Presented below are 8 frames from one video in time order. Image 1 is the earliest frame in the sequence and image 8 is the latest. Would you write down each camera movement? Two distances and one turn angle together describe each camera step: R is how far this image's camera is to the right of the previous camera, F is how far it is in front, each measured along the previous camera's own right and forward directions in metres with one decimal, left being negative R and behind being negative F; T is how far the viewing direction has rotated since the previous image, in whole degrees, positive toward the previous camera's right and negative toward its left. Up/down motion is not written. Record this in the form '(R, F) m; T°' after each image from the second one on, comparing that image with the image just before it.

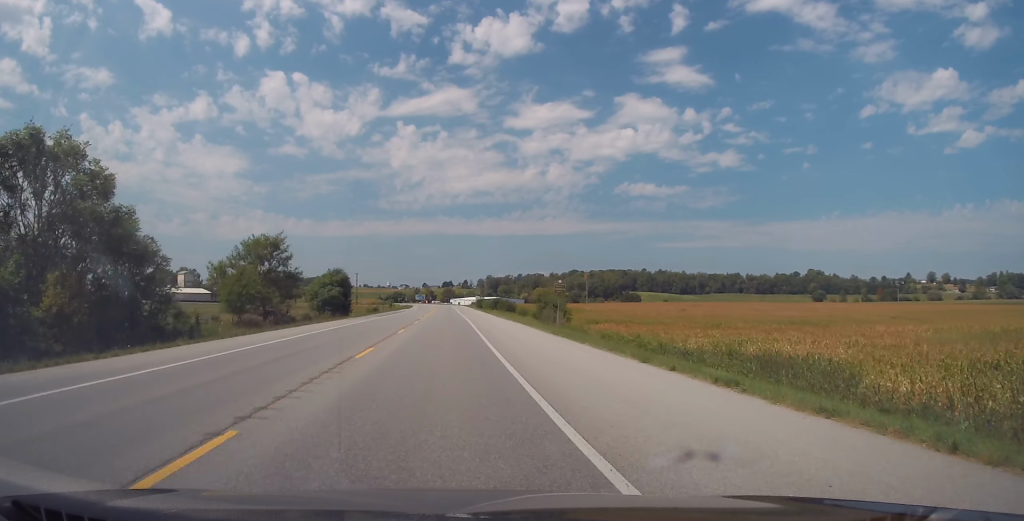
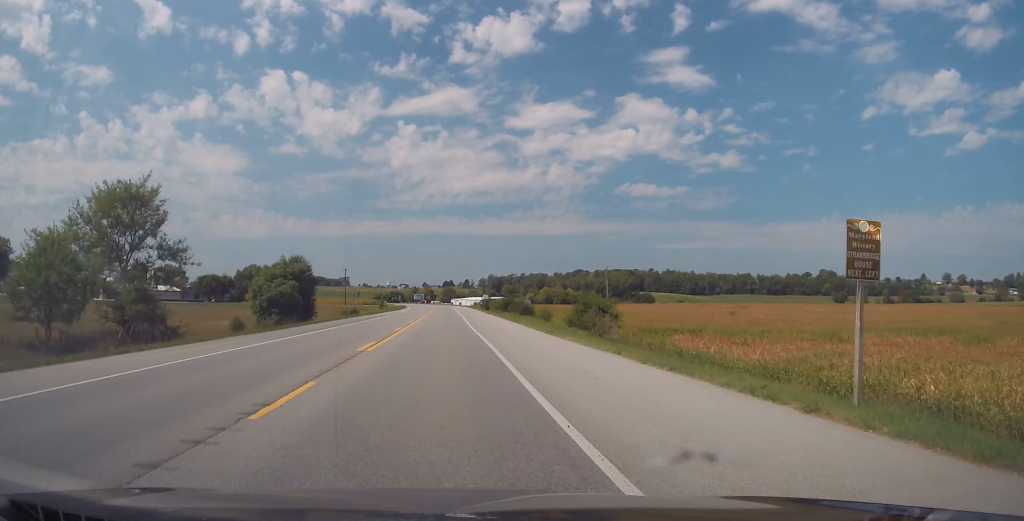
(+0.1, +32.3) m; +1°
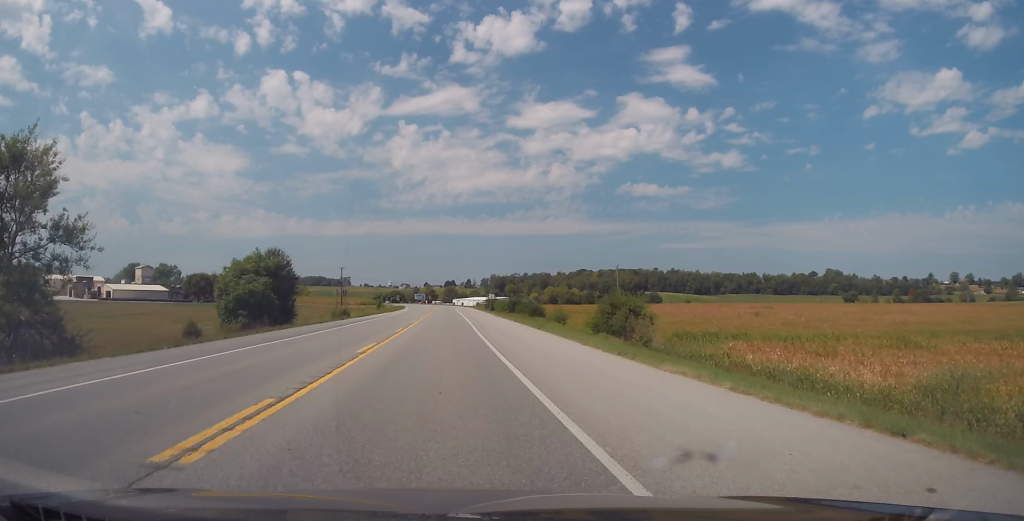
(+0.3, +12.3) m; 0°
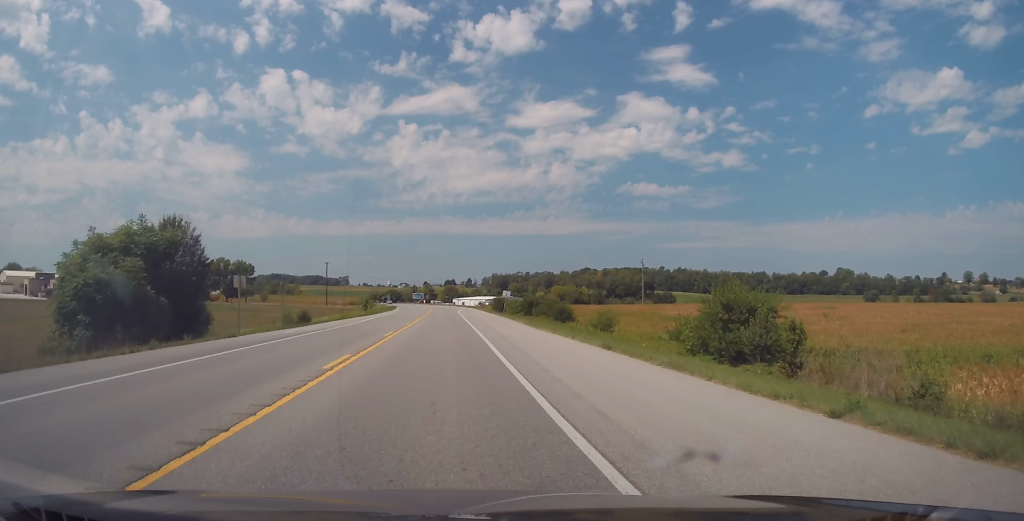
(0.0, +28.3) m; -1°
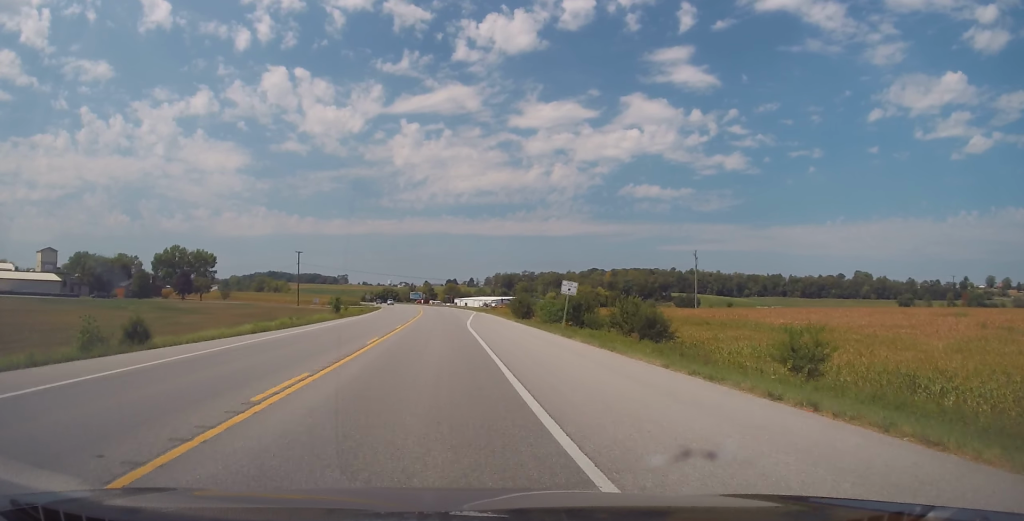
(-1.0, +40.6) m; -1°
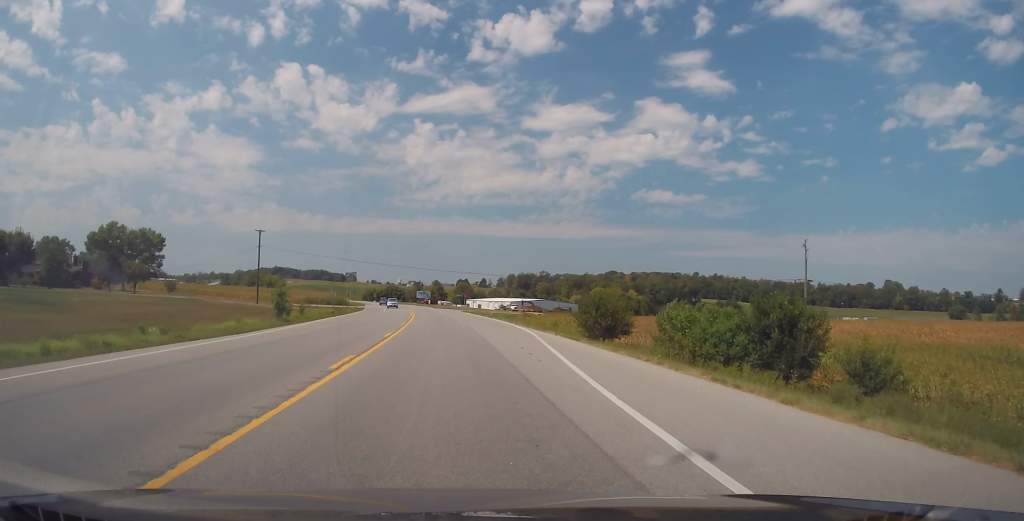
(+0.2, +44.3) m; -1°
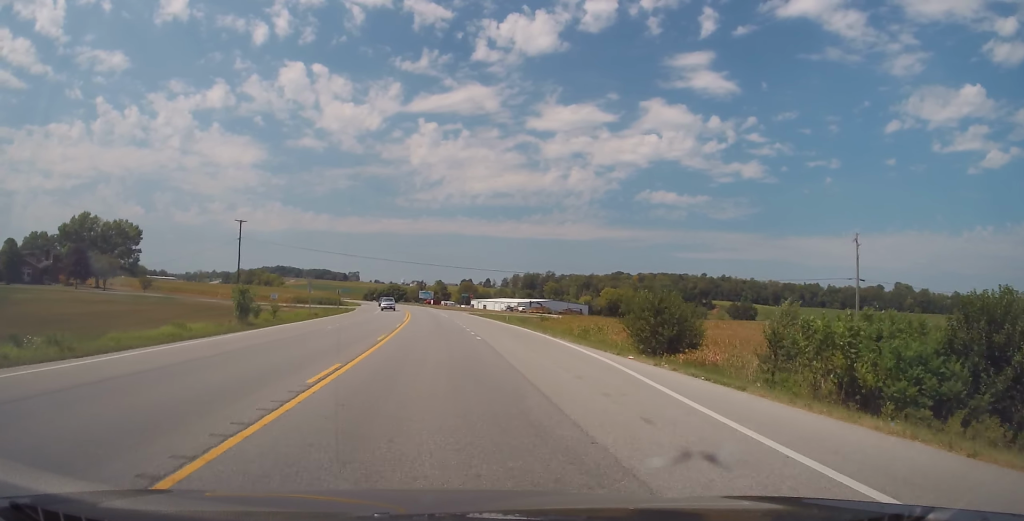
(-0.1, +14.1) m; -1°
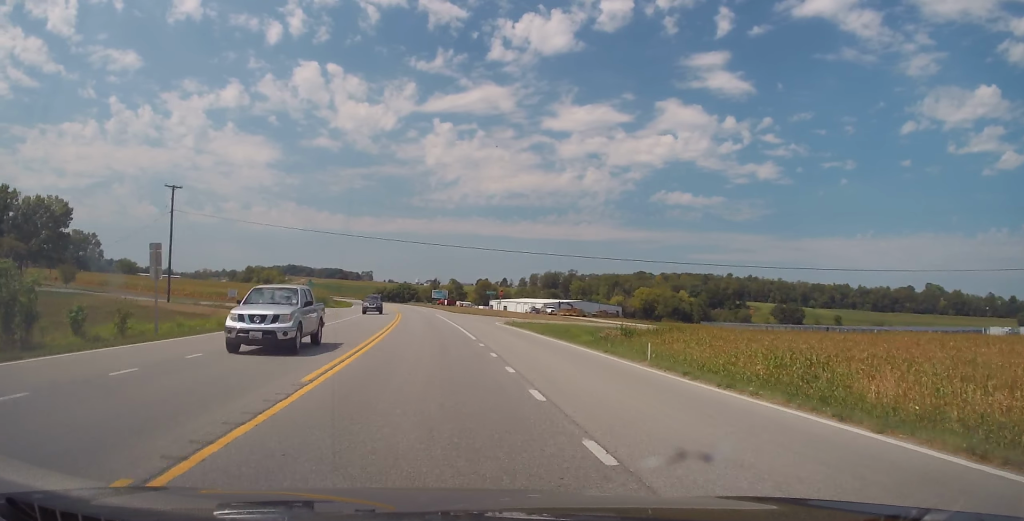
(-0.2, +33.6) m; -2°
